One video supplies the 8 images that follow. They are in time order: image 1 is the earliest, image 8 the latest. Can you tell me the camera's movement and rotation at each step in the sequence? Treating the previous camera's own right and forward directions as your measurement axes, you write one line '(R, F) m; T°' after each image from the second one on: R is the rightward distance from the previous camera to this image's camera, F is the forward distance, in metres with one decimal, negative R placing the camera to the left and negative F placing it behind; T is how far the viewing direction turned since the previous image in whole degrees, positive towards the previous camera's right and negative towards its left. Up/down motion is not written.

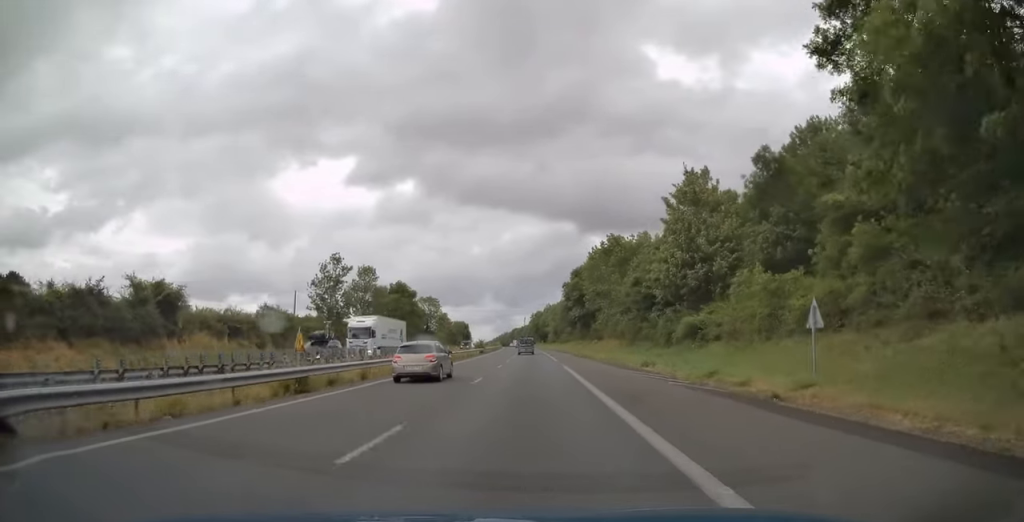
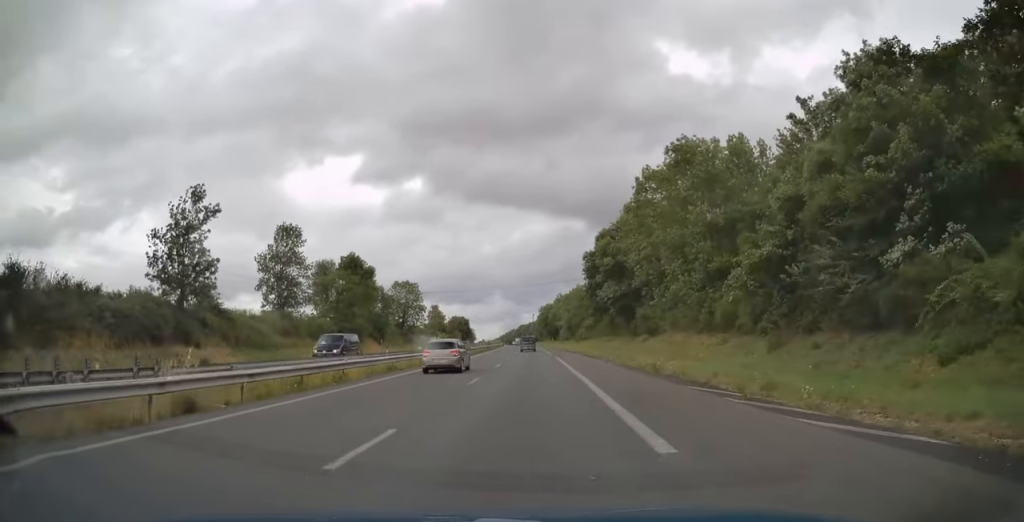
(-0.5, +39.5) m; -1°
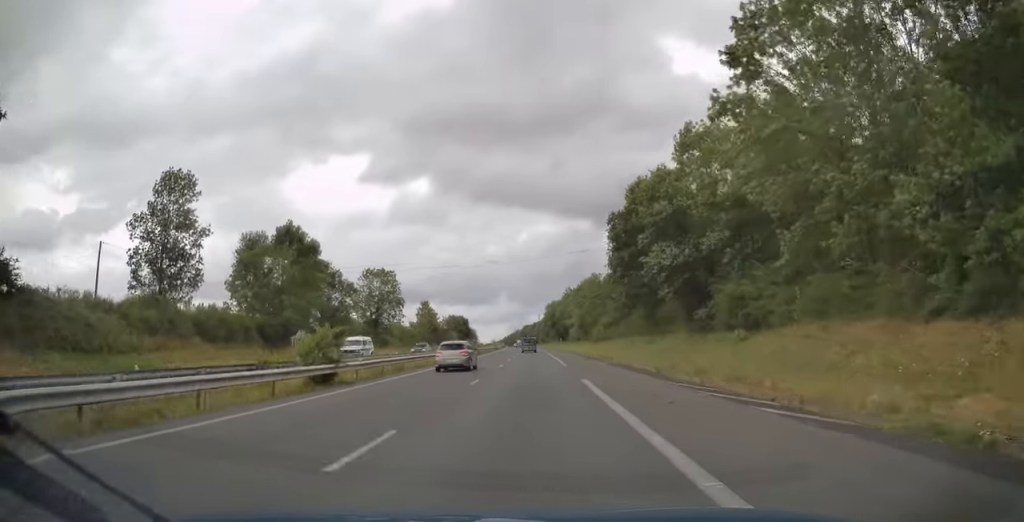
(+0.2, +26.2) m; 0°
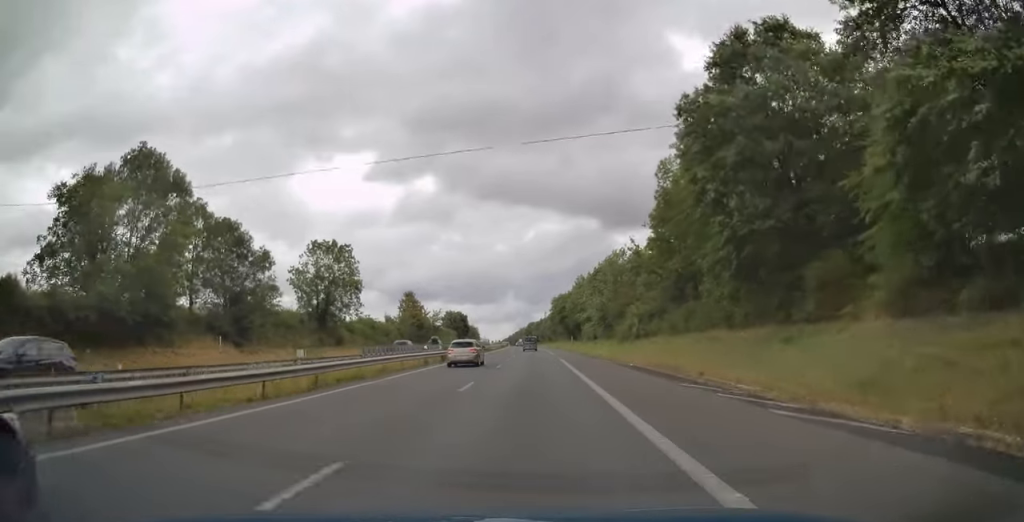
(-0.2, +28.9) m; -1°
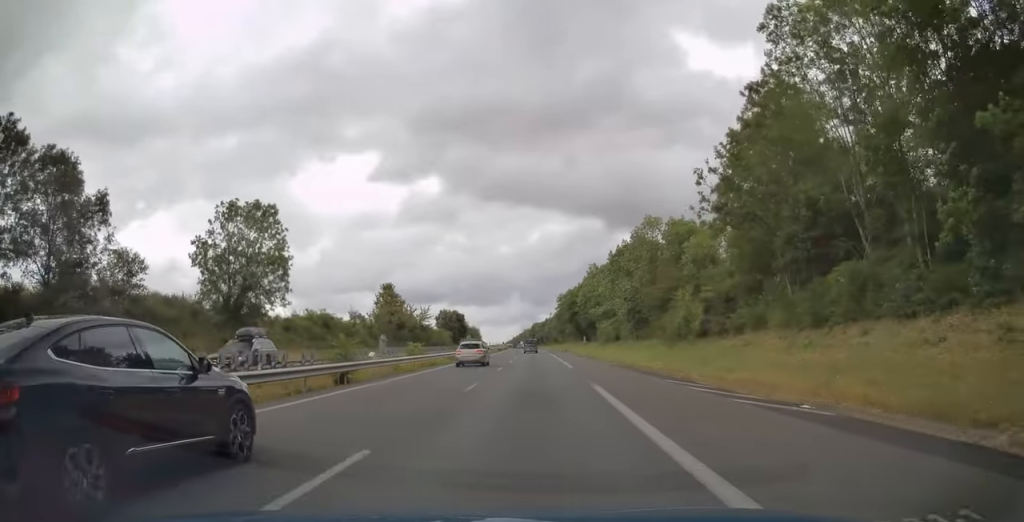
(-0.3, +25.2) m; -1°
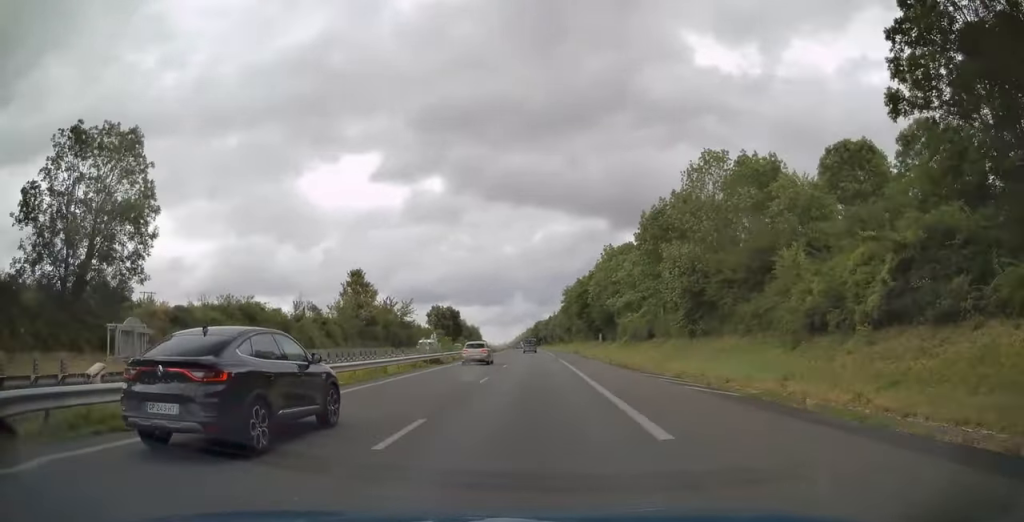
(-0.2, +23.0) m; 0°
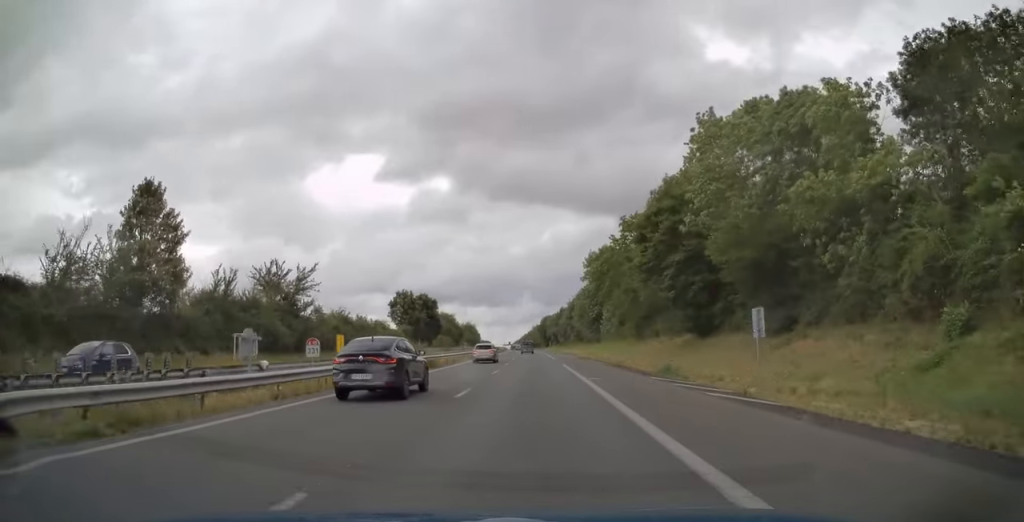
(-0.4, +58.9) m; -1°
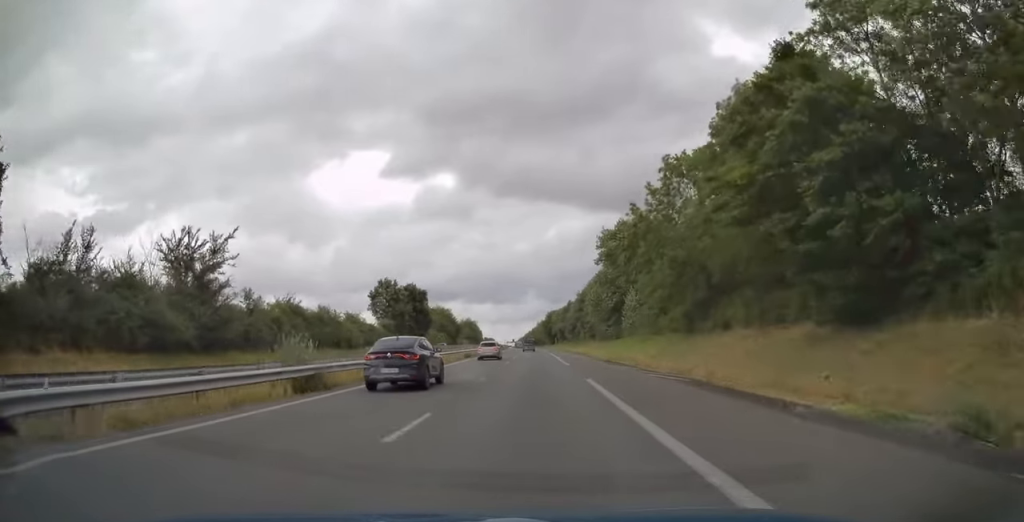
(0.0, +20.4) m; 0°
